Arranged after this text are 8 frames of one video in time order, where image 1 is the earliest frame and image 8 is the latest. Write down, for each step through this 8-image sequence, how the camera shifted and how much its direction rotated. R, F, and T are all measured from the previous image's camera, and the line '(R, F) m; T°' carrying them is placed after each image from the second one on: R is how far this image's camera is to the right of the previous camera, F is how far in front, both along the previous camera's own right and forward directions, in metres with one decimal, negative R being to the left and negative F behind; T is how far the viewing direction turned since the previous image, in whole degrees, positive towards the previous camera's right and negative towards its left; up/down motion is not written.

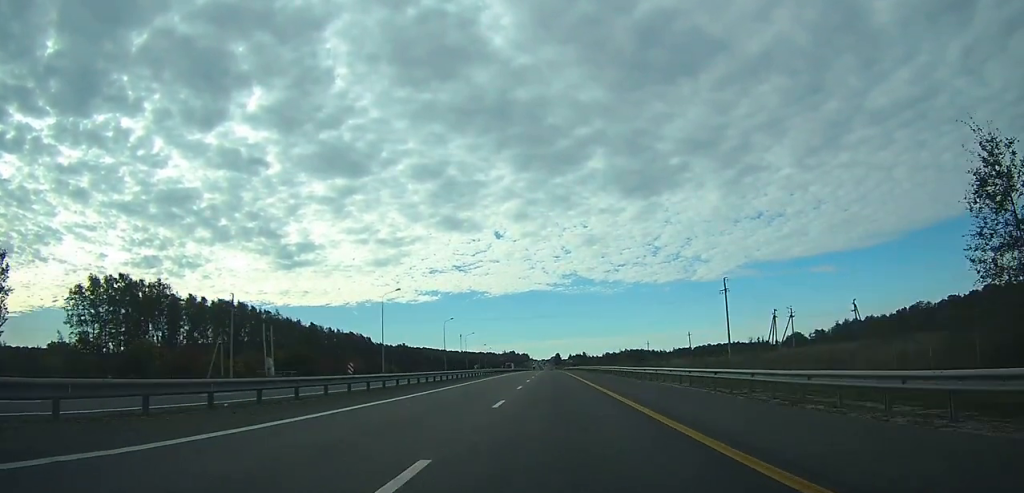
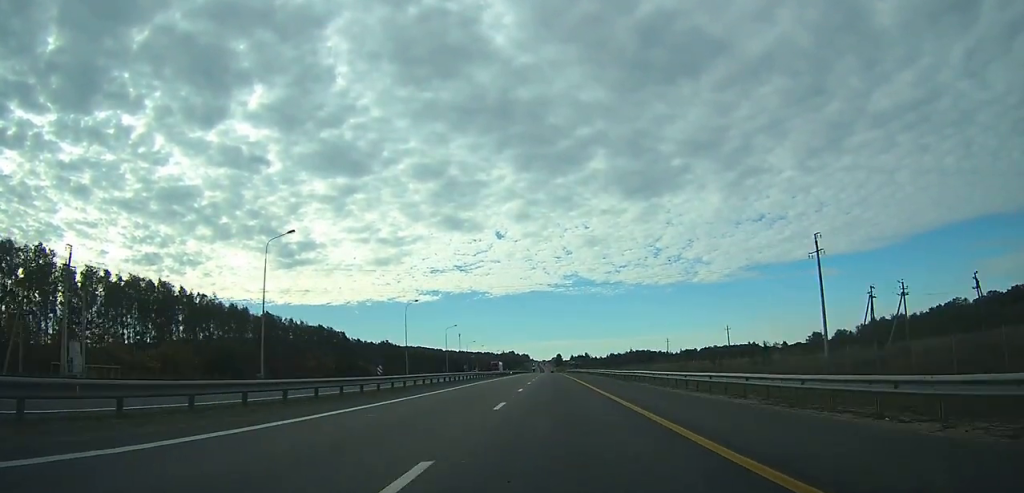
(0.0, +35.9) m; 0°
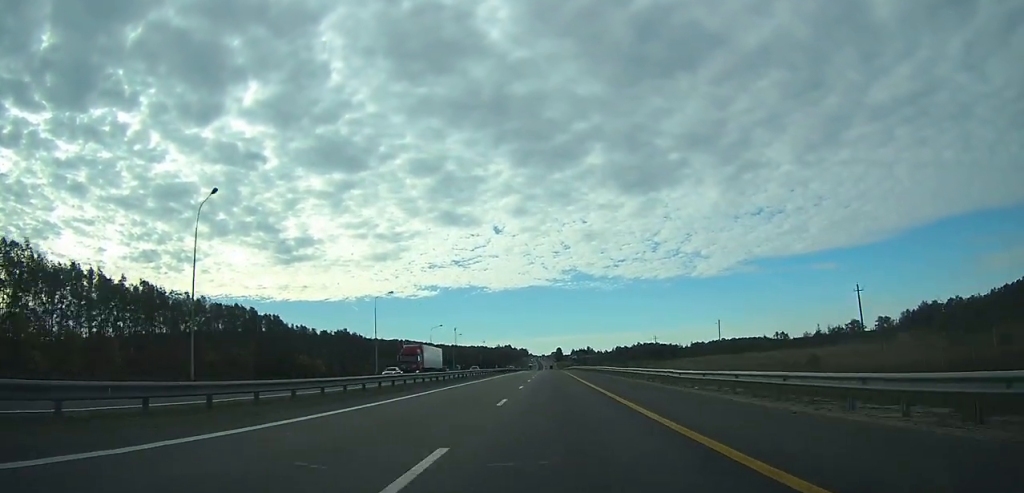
(+0.1, +58.9) m; 0°
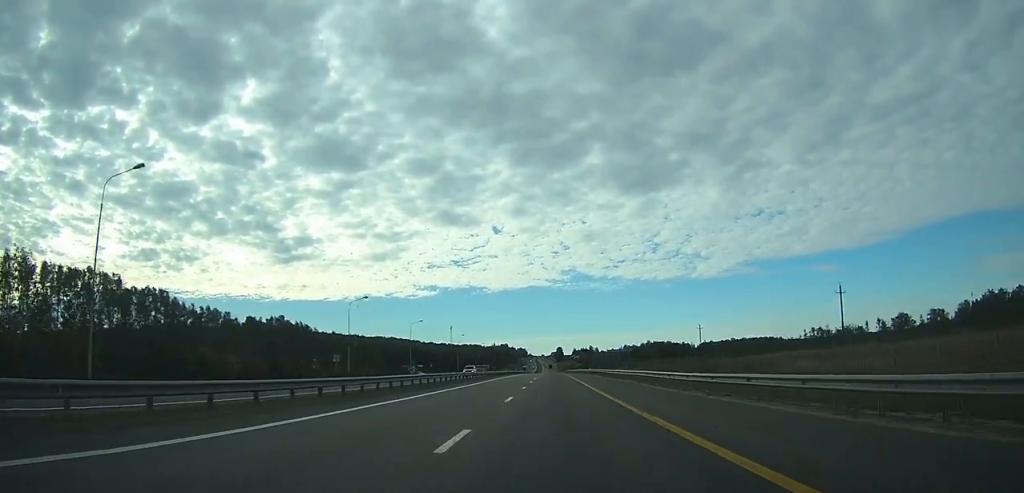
(0.0, +57.1) m; 0°
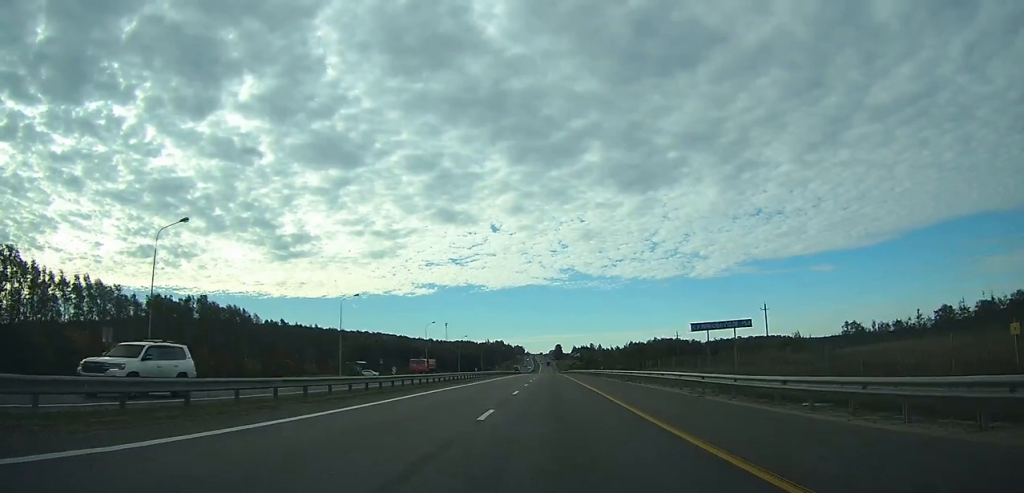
(0.0, +43.0) m; 0°
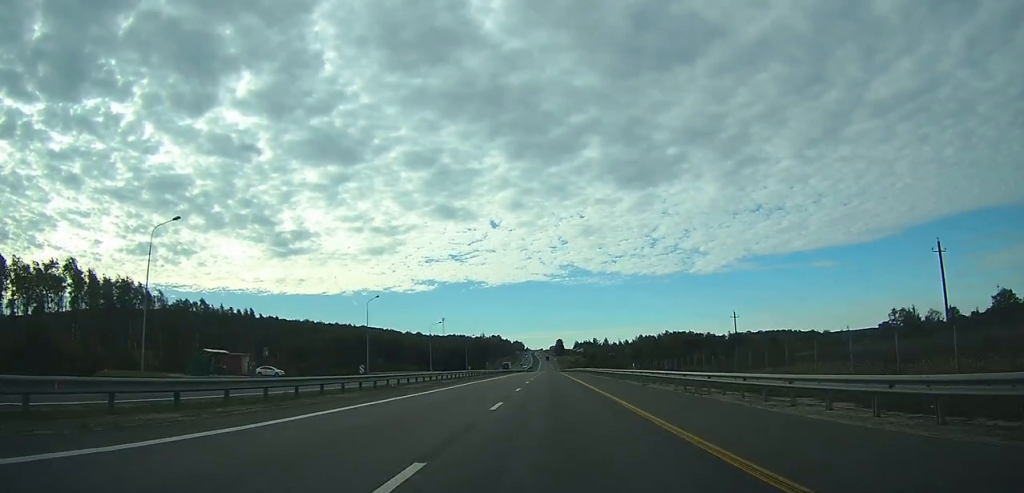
(0.0, +45.1) m; 0°
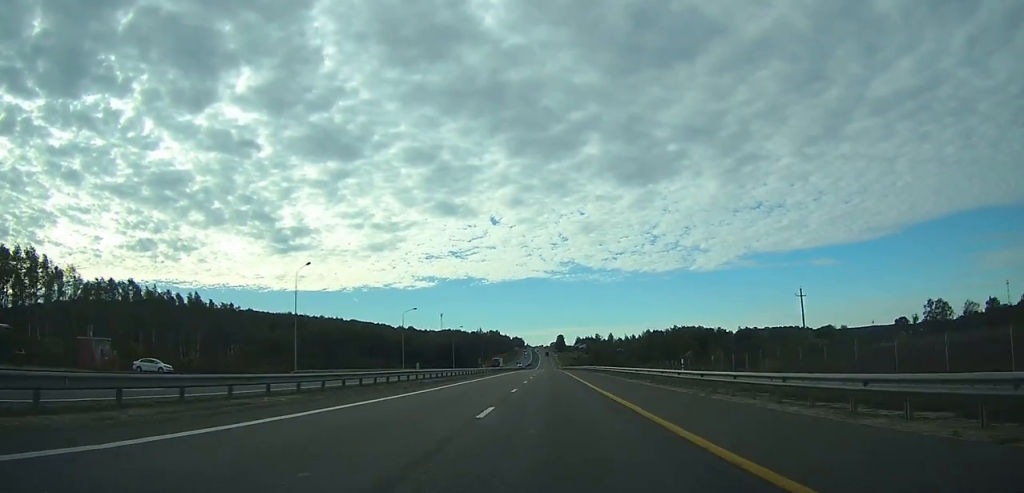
(-0.1, +27.3) m; 0°
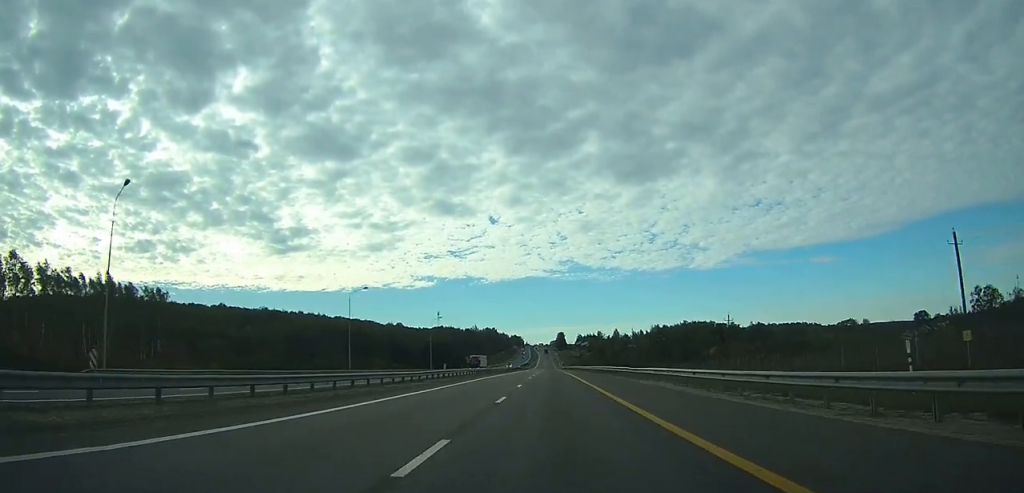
(-0.1, +31.0) m; 0°
